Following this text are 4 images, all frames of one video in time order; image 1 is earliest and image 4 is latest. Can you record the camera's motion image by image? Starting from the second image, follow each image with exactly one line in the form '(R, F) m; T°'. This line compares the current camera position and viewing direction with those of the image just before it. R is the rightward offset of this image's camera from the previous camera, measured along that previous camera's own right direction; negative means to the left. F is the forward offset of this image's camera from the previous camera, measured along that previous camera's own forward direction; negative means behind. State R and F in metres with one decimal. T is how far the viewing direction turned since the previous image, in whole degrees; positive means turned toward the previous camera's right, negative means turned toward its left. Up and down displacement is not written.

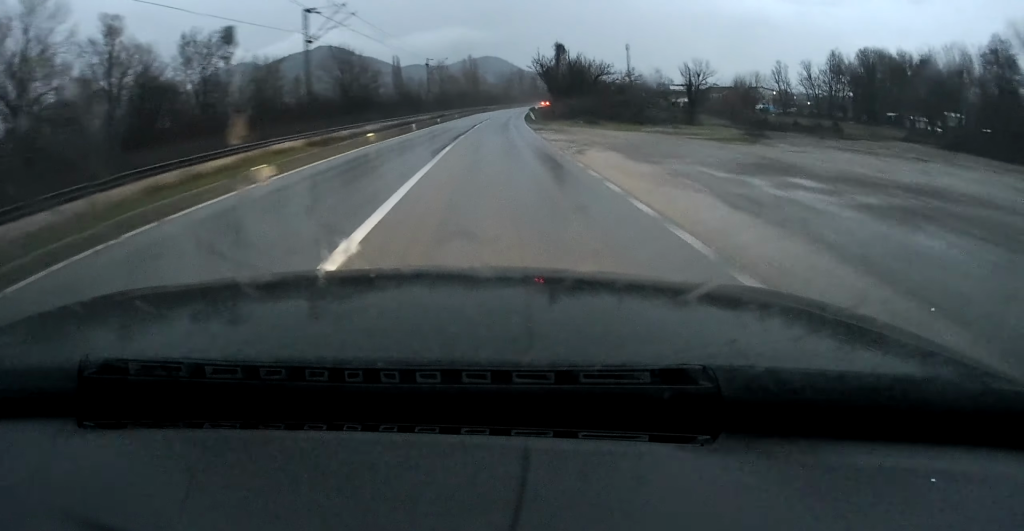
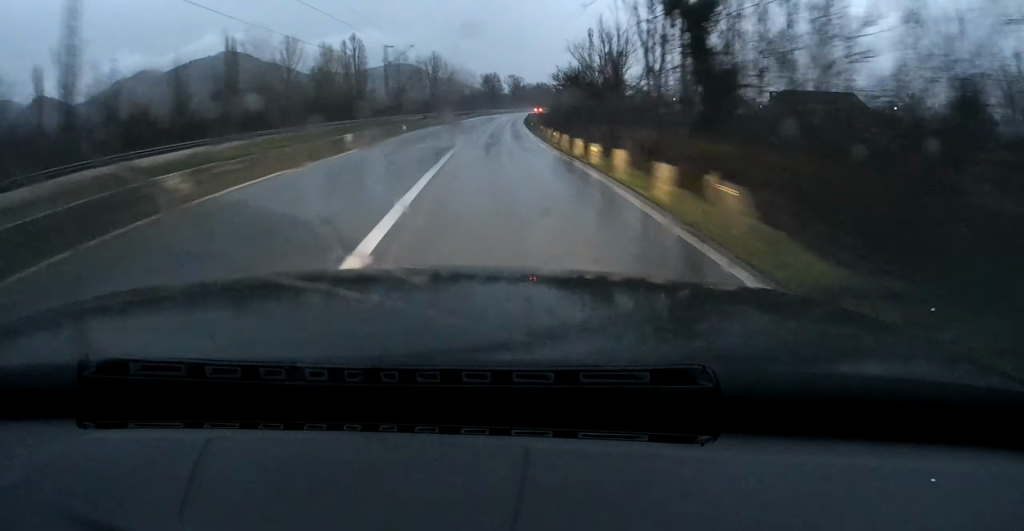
(+7.5, +122.3) m; +7°
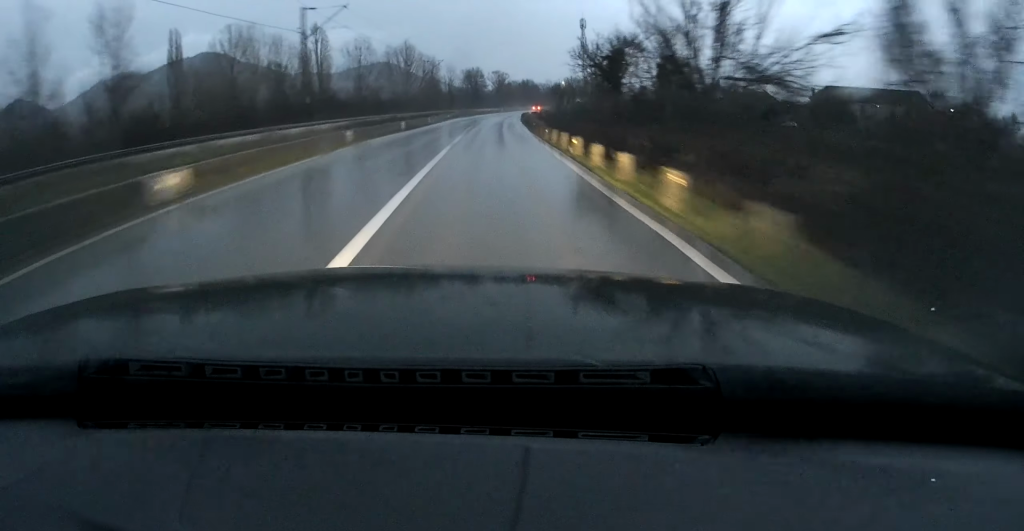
(+1.0, +25.4) m; +1°
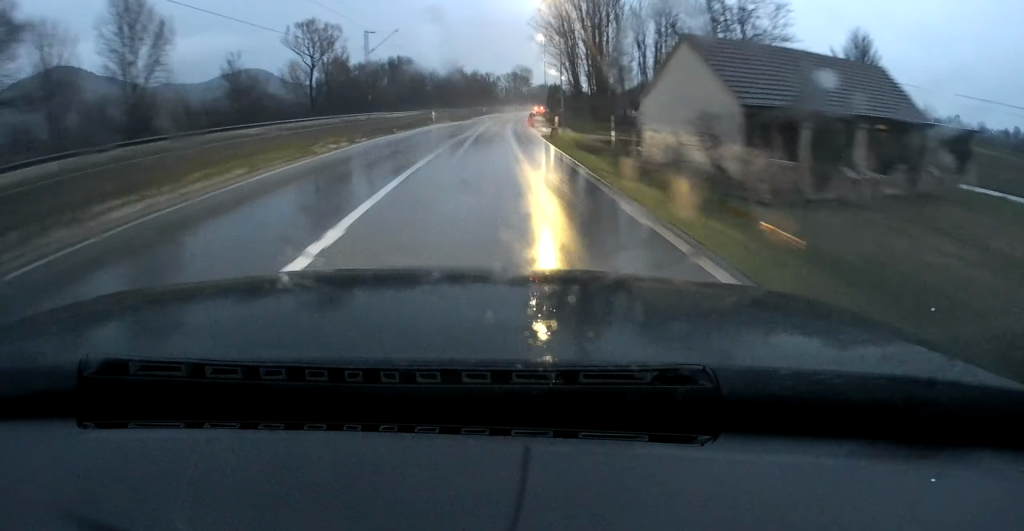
(+16.1, +183.1) m; +10°
